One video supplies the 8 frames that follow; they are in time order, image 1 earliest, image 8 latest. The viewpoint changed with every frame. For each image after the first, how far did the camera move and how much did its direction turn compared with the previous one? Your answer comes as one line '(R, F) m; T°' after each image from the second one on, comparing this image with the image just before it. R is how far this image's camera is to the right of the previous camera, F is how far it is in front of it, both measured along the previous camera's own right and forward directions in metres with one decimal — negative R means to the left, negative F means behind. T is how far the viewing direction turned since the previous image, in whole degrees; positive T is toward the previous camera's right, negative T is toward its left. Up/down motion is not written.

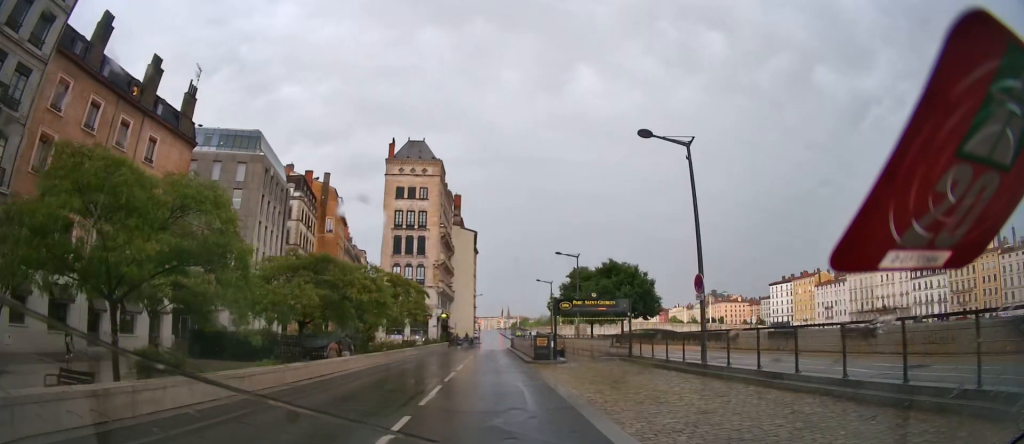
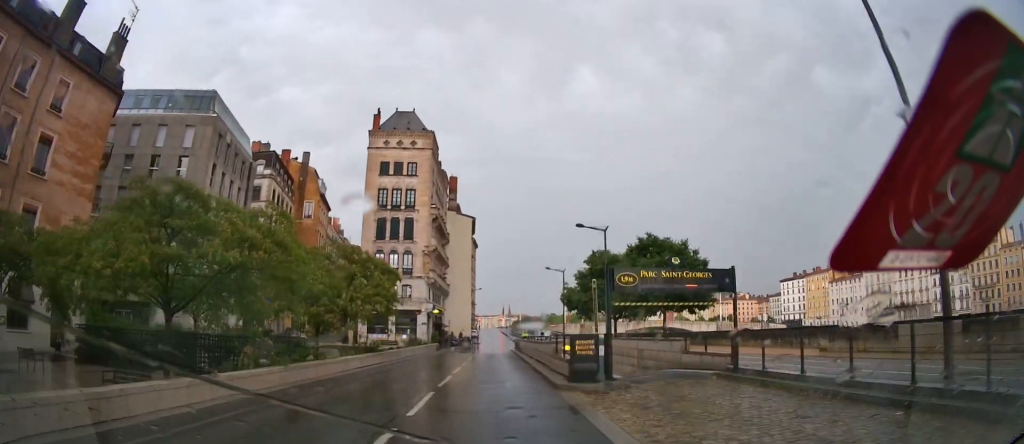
(0.0, +10.0) m; 0°
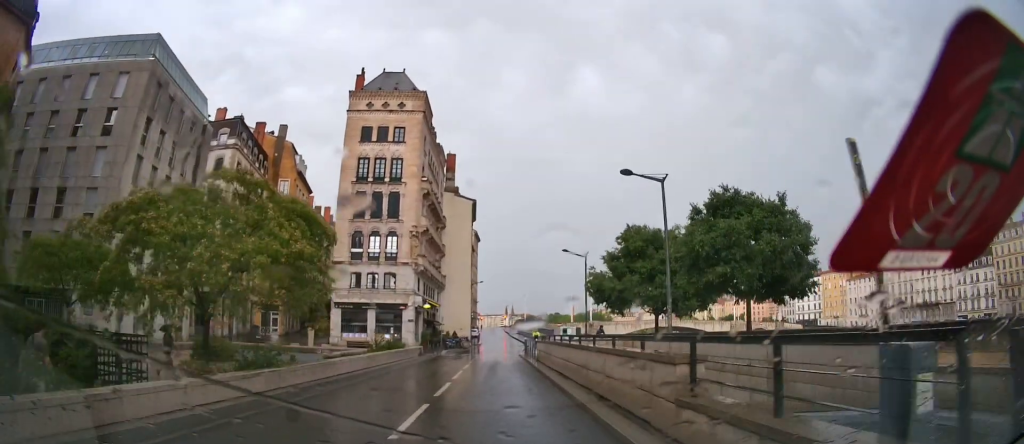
(0.0, +10.7) m; 0°
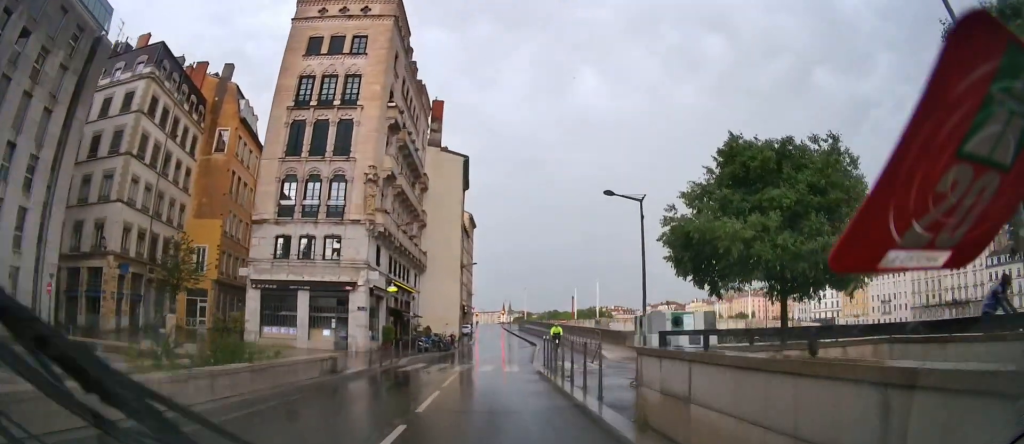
(+0.1, +16.3) m; +1°
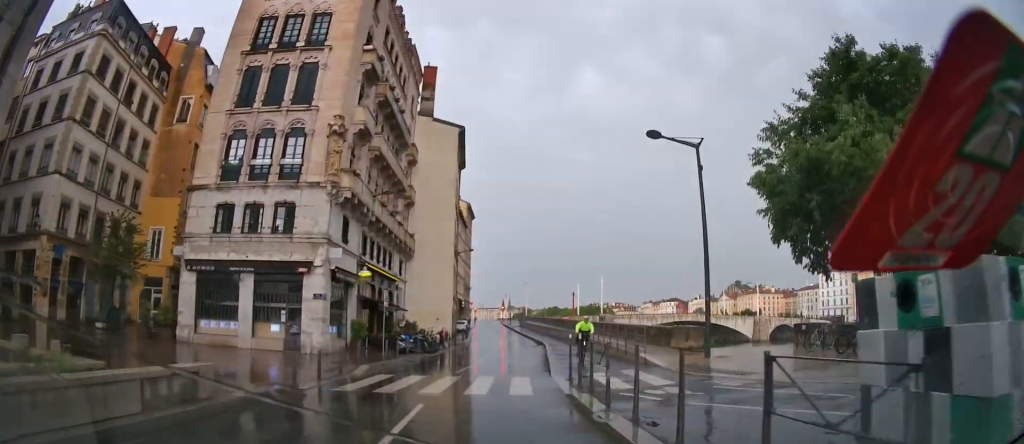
(0.0, +7.0) m; 0°
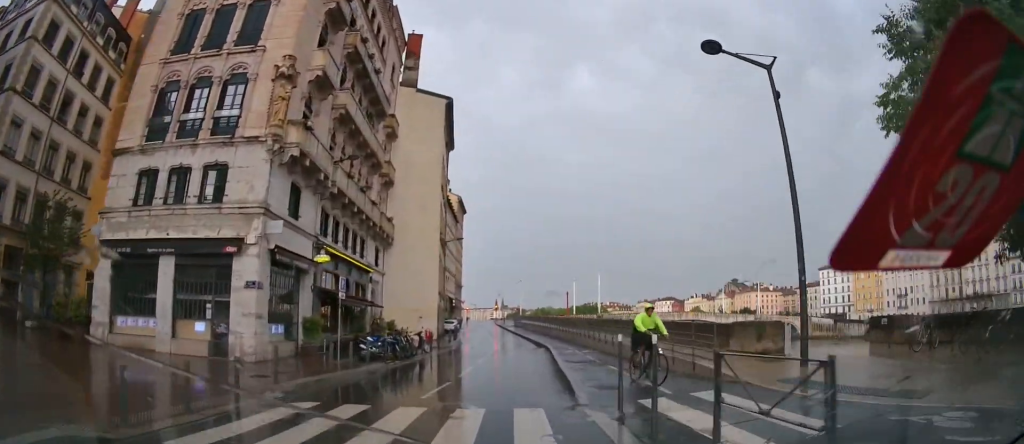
(0.0, +5.9) m; 0°
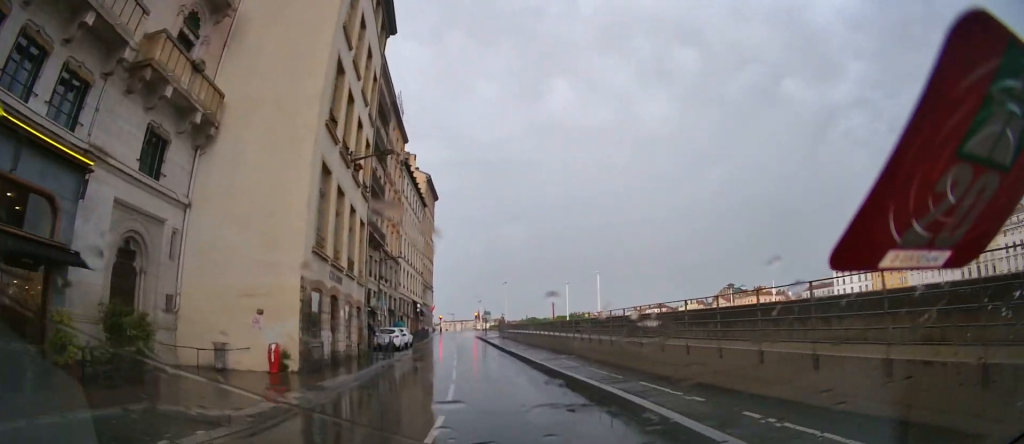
(+0.4, +22.8) m; +1°
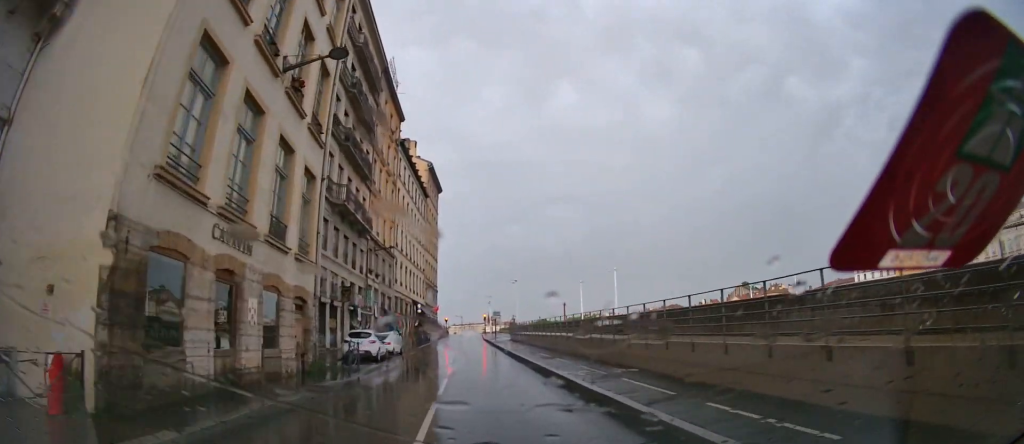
(0.0, +8.1) m; -1°
